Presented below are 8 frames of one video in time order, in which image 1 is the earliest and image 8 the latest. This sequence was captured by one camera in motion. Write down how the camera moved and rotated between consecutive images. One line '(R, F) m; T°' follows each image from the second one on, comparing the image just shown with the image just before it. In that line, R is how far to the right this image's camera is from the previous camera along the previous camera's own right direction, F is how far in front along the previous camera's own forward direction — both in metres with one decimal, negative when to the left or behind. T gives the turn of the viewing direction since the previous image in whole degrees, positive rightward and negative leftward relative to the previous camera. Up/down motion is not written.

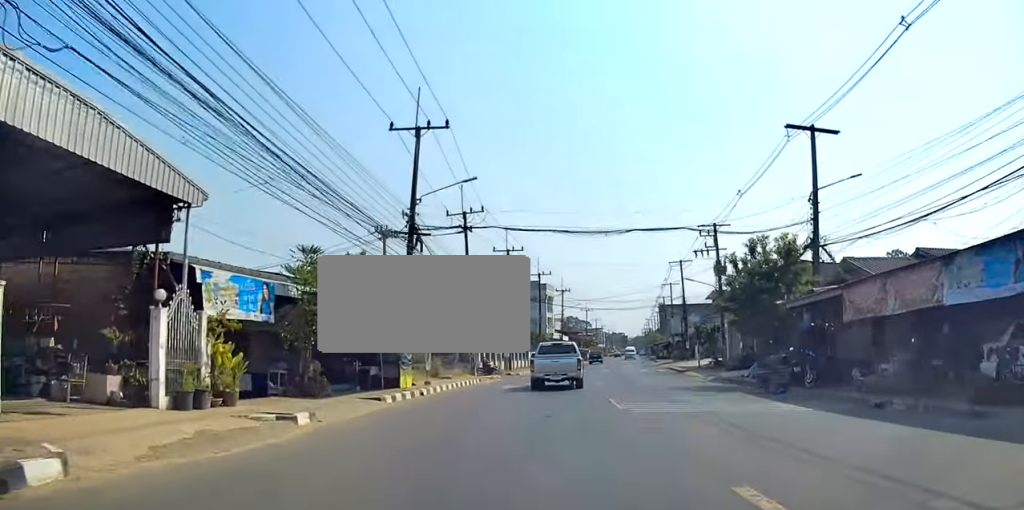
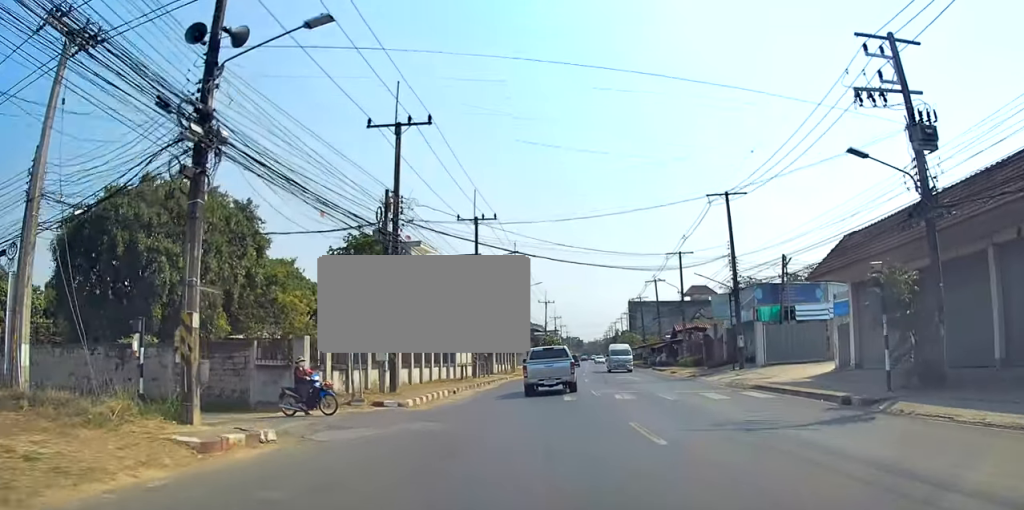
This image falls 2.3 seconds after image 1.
(+1.2, +29.7) m; +4°
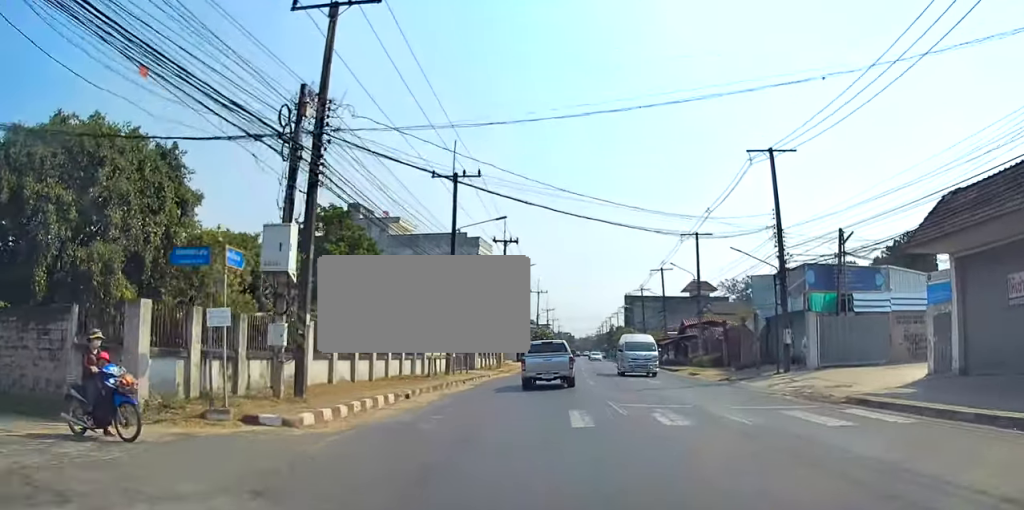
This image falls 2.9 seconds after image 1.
(+0.1, +8.5) m; +1°
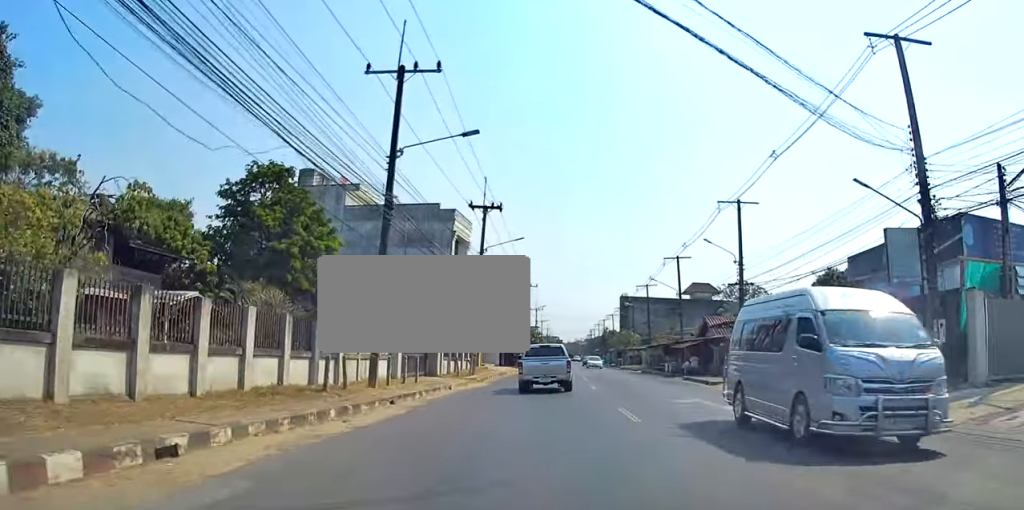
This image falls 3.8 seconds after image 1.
(0.0, +11.9) m; +1°
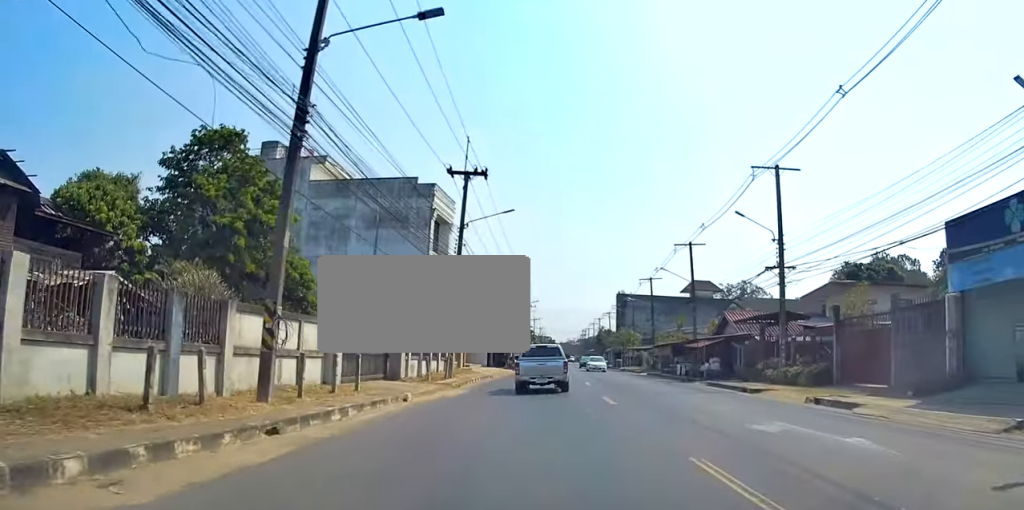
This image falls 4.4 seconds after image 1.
(+0.1, +7.3) m; 0°
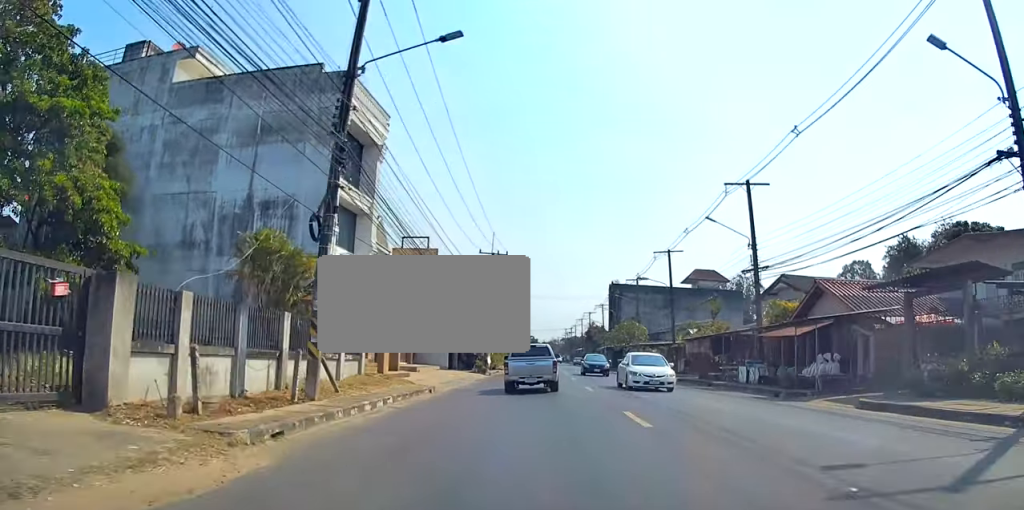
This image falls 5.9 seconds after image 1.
(+0.1, +17.7) m; +1°
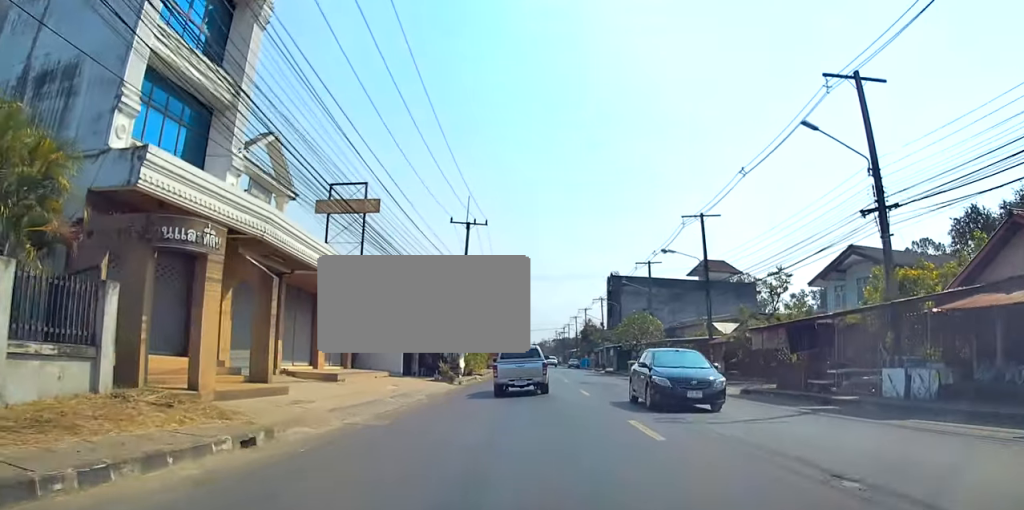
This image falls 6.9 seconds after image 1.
(+0.2, +12.5) m; 0°
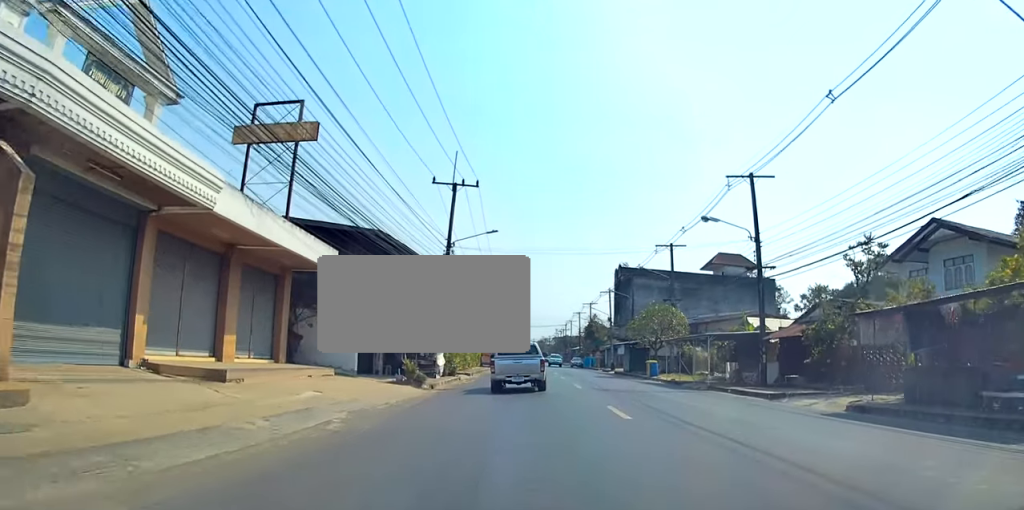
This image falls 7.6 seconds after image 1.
(-0.1, +8.8) m; 0°
